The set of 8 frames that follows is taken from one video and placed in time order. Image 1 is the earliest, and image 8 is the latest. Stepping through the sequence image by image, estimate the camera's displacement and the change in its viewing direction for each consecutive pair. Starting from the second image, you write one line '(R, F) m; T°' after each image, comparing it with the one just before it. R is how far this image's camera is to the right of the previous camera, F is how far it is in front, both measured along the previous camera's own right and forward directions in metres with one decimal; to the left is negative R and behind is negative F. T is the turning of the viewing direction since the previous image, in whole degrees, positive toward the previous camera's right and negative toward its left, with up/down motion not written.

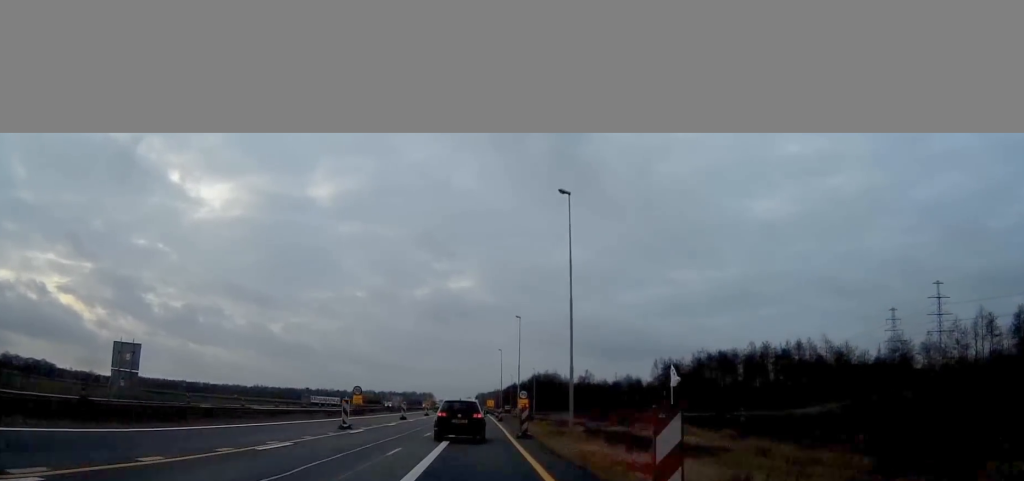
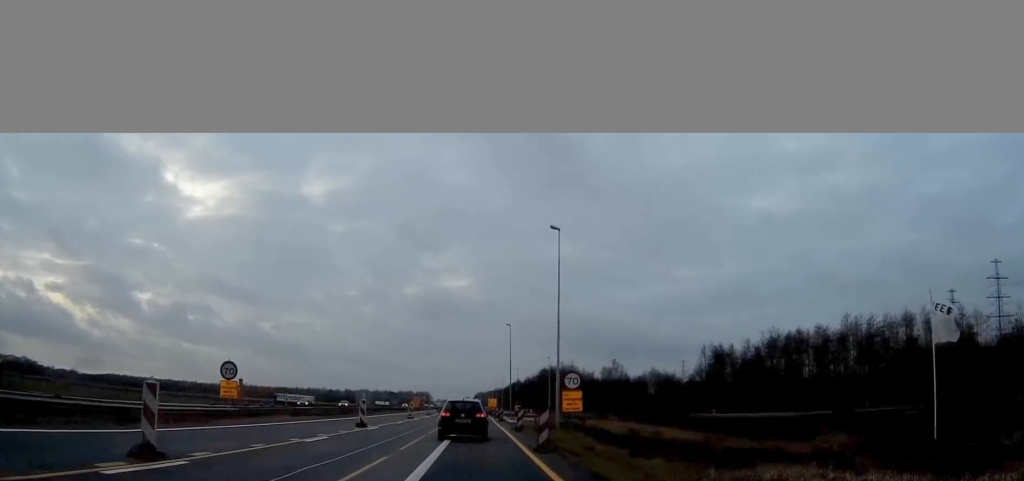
(+0.1, +43.0) m; 0°
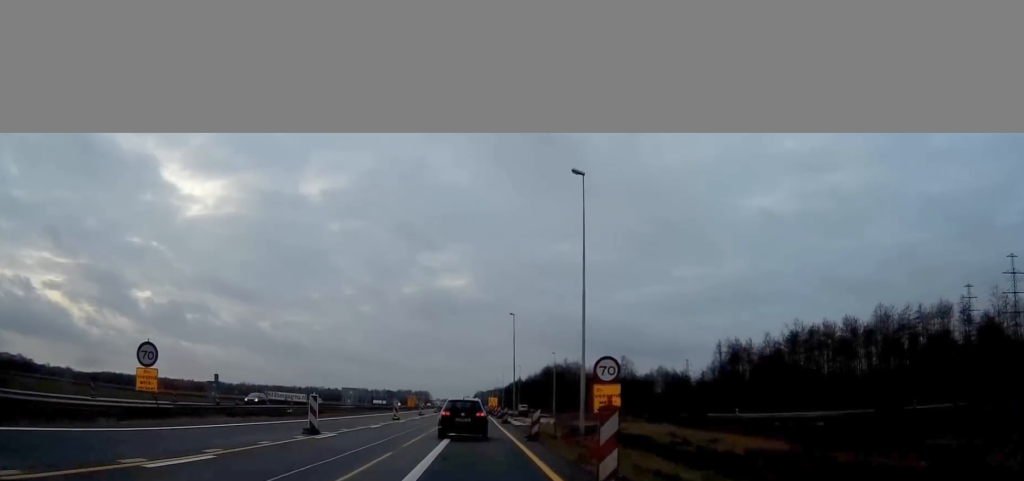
(0.0, +10.5) m; 0°
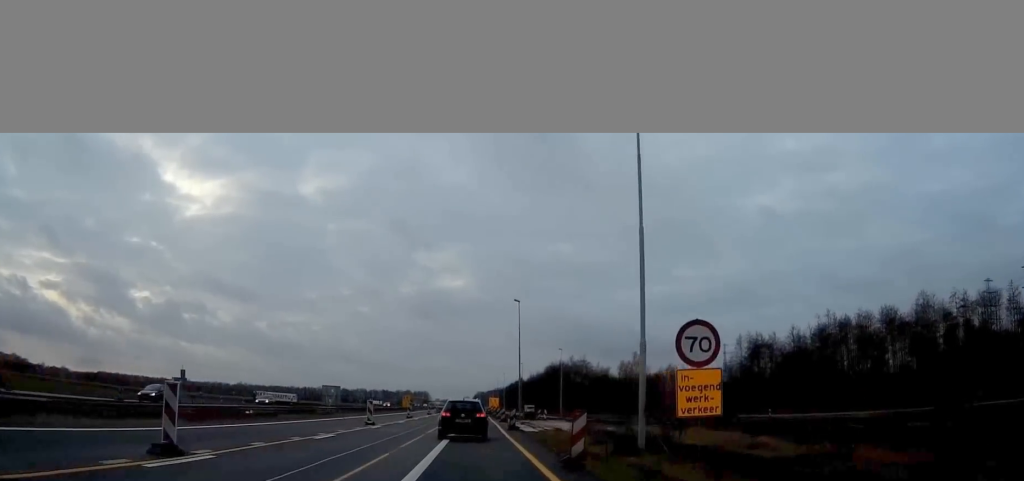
(-0.1, +11.8) m; 0°
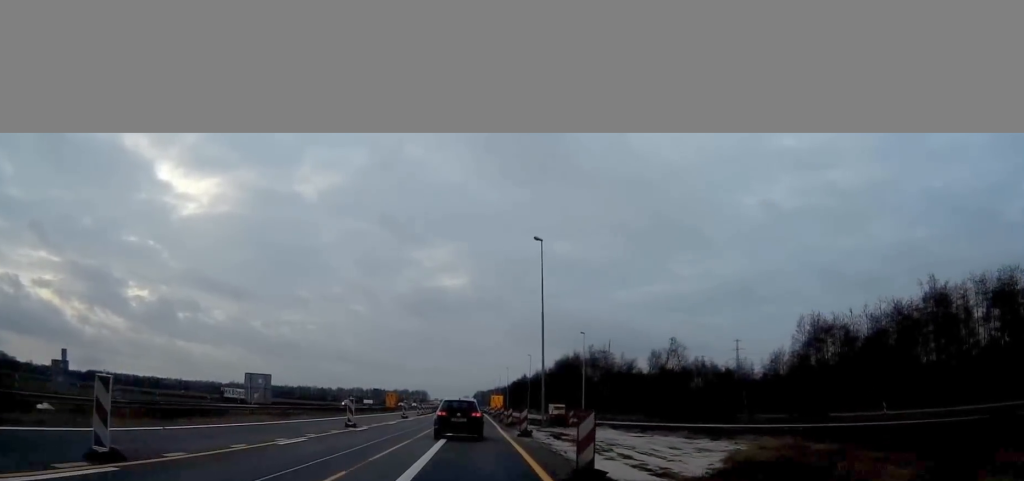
(+0.2, +27.6) m; 0°
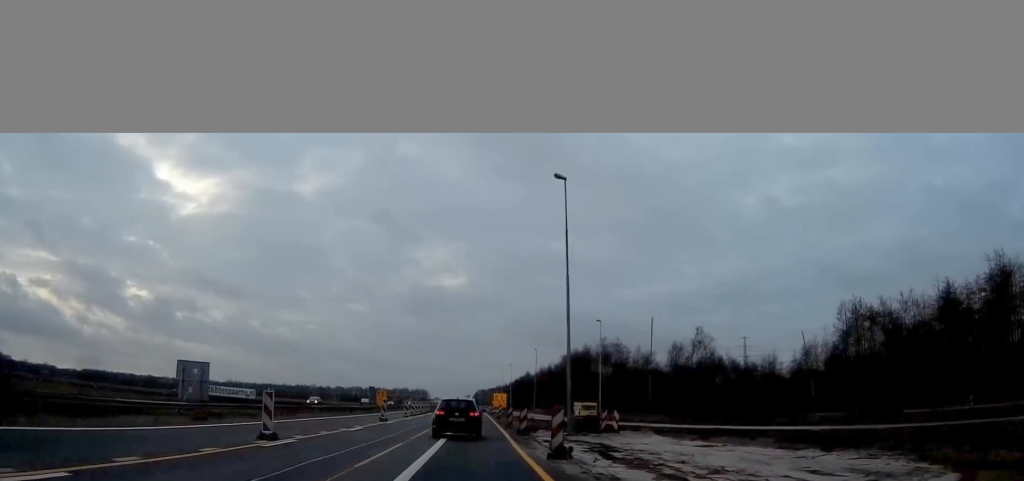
(0.0, +13.2) m; 0°
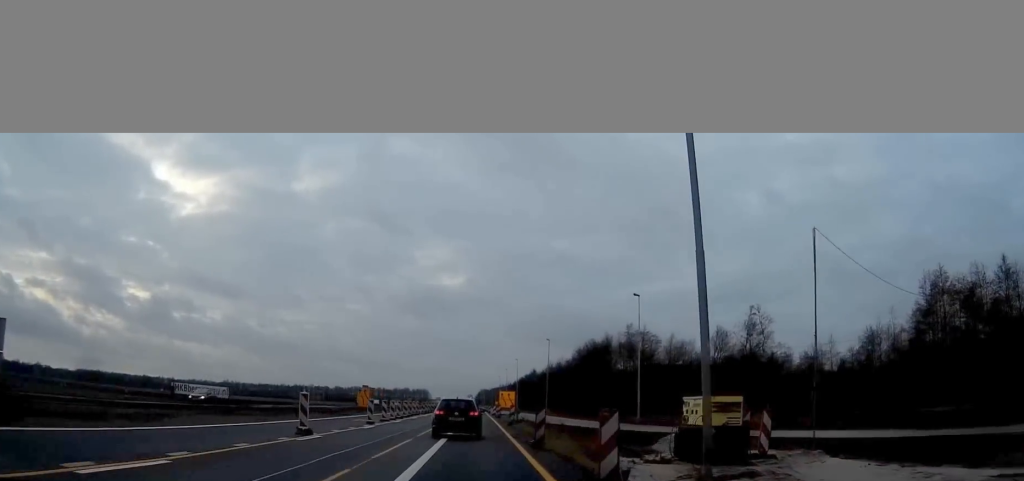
(-0.1, +20.6) m; 0°
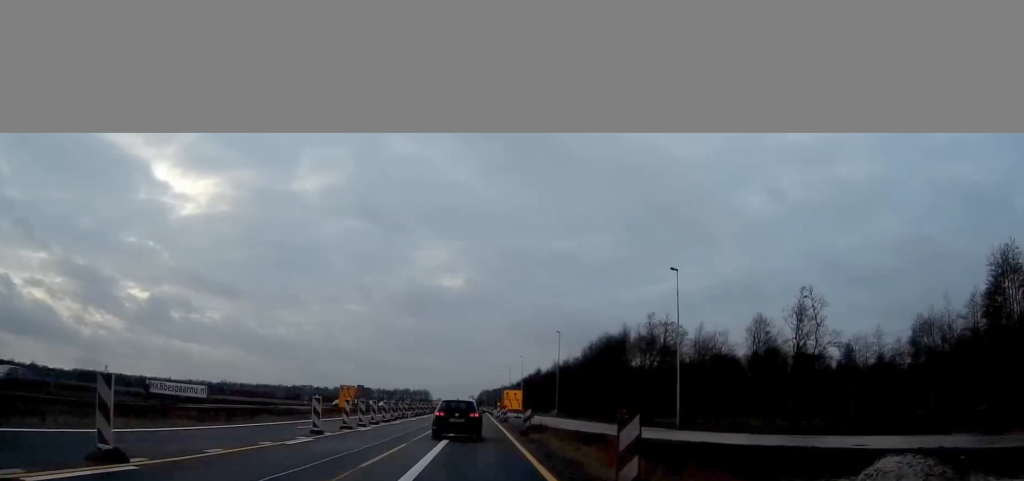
(0.0, +13.3) m; 0°
